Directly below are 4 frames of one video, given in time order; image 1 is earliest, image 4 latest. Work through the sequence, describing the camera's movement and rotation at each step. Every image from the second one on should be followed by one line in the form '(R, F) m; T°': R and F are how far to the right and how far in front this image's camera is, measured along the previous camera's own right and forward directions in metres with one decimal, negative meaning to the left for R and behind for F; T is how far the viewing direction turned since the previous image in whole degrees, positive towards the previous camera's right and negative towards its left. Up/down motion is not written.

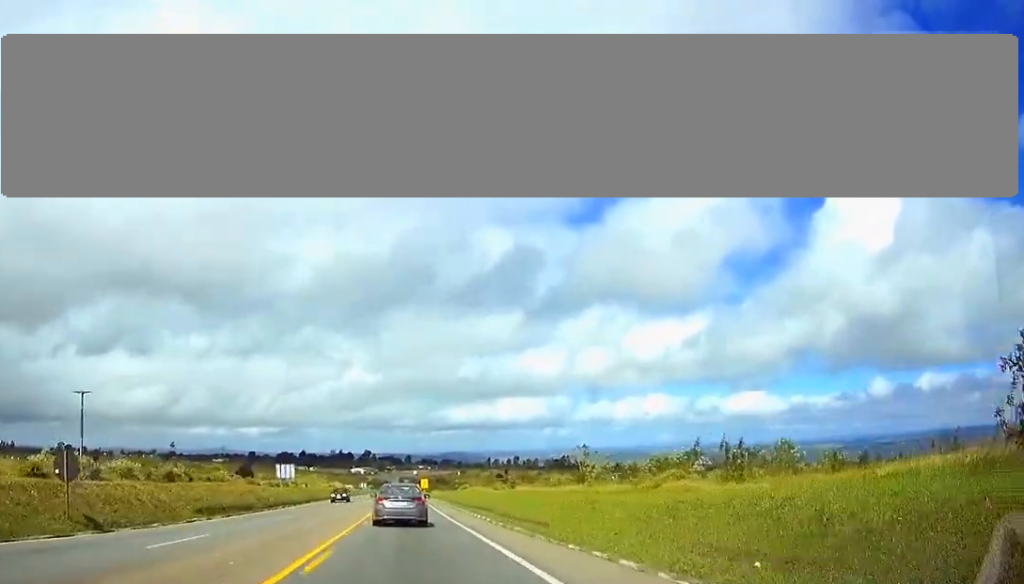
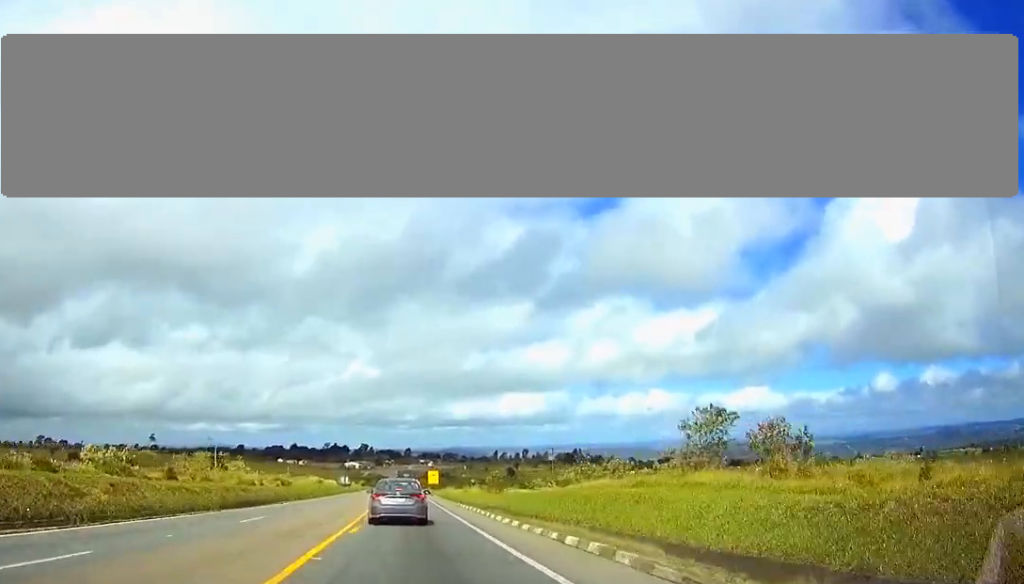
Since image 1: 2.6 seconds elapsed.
(-0.2, +72.3) m; -1°
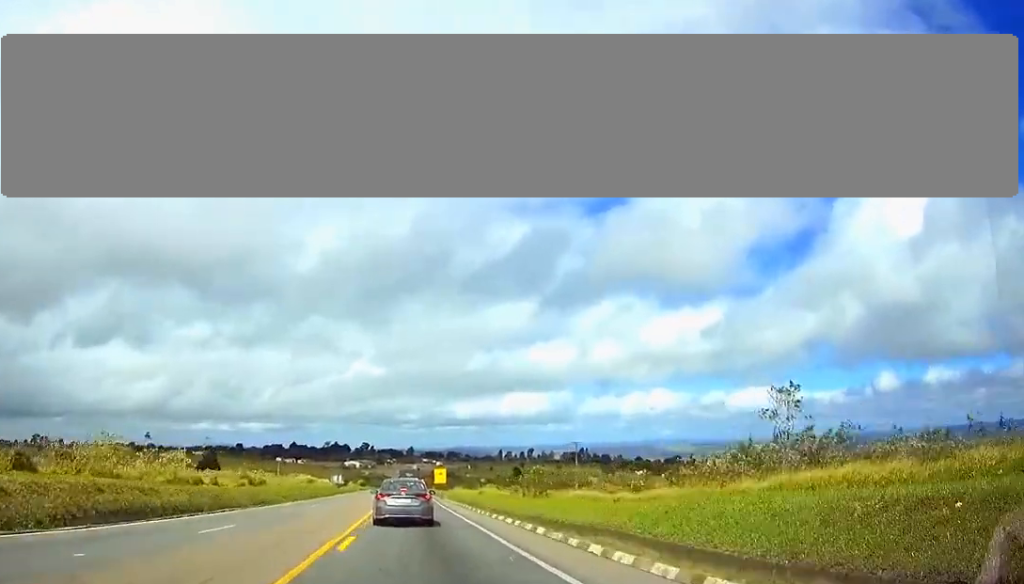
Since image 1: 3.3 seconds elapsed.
(-0.1, +21.7) m; 0°
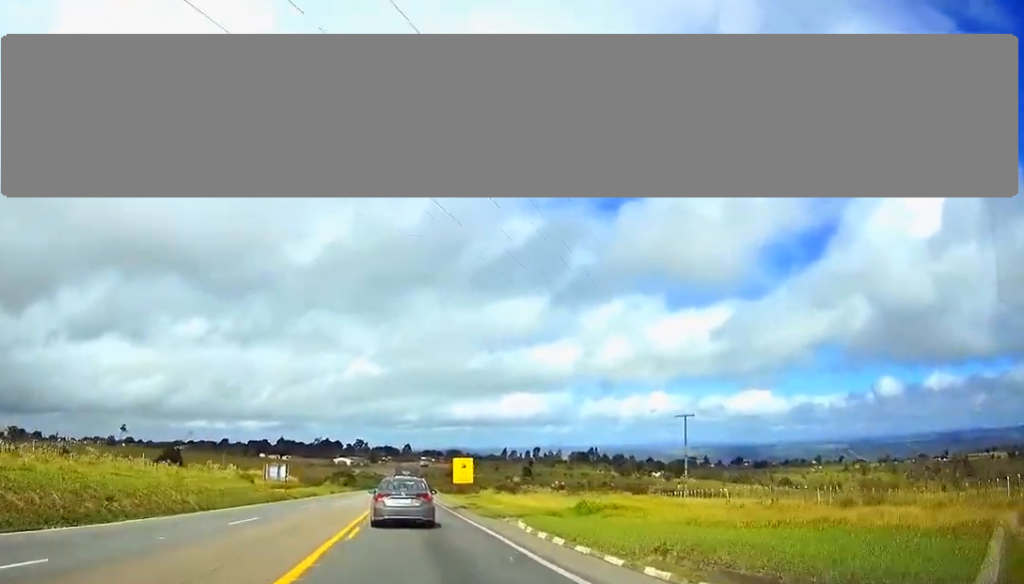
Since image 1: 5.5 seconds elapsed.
(+0.1, +61.3) m; 0°
